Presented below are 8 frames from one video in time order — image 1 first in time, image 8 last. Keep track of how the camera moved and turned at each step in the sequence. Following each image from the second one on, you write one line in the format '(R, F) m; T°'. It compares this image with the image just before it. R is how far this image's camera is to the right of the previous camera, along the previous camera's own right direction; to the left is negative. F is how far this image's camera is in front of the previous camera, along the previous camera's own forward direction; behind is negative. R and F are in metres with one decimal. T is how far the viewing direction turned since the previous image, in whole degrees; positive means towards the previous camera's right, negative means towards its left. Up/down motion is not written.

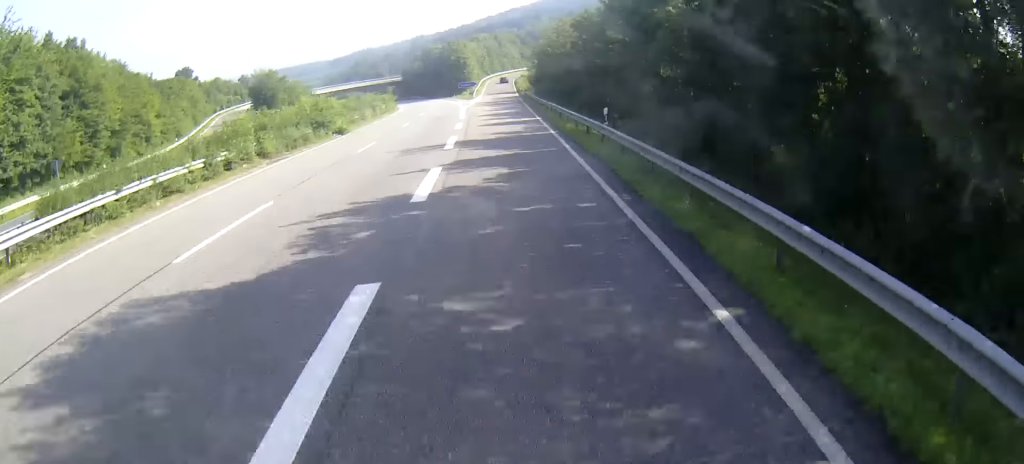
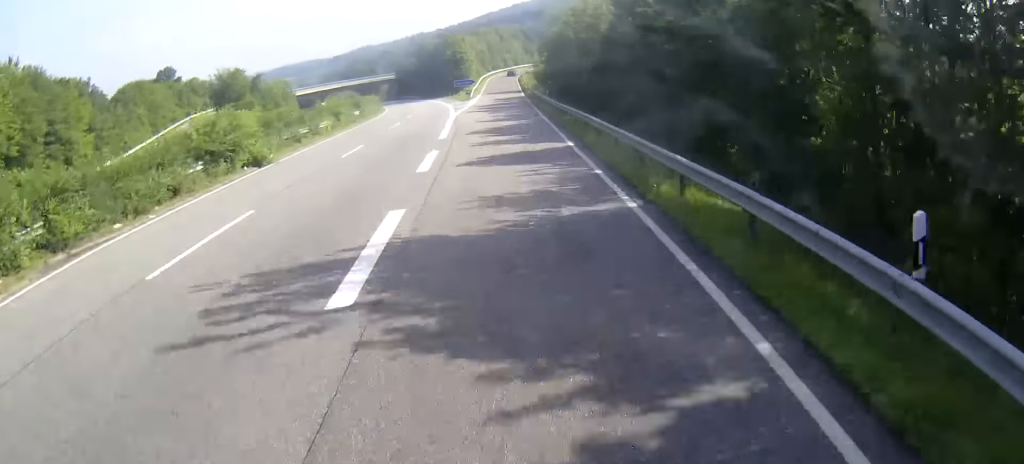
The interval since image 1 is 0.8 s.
(0.0, +19.0) m; 0°
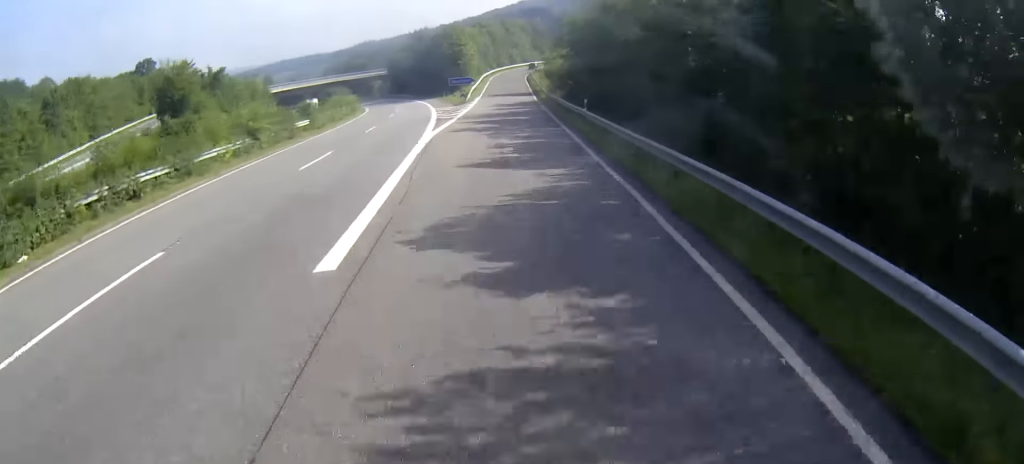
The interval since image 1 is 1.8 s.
(0.0, +22.4) m; 0°
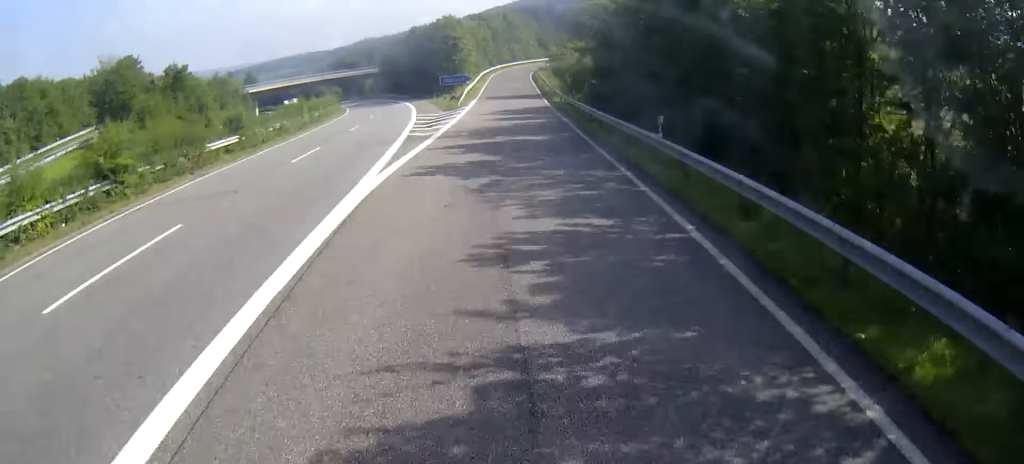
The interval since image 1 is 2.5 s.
(-0.1, +16.4) m; 0°
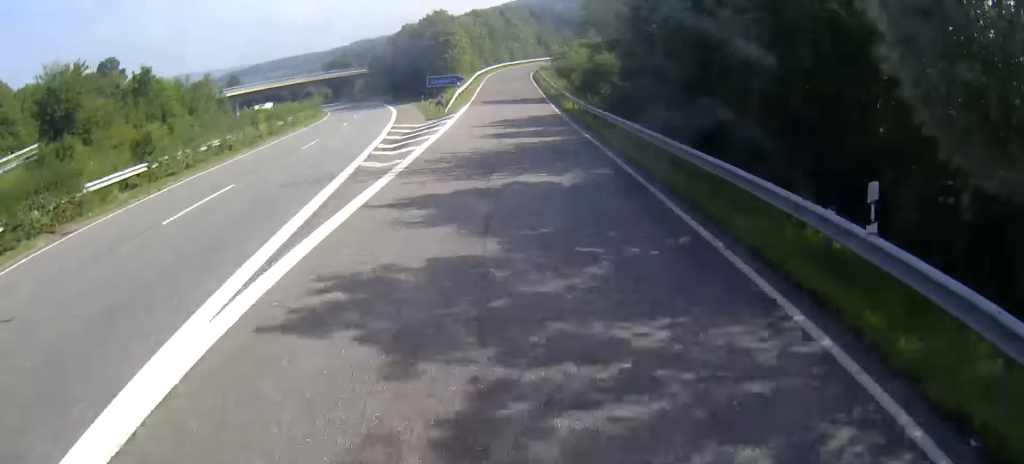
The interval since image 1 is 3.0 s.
(0.0, +10.8) m; 0°
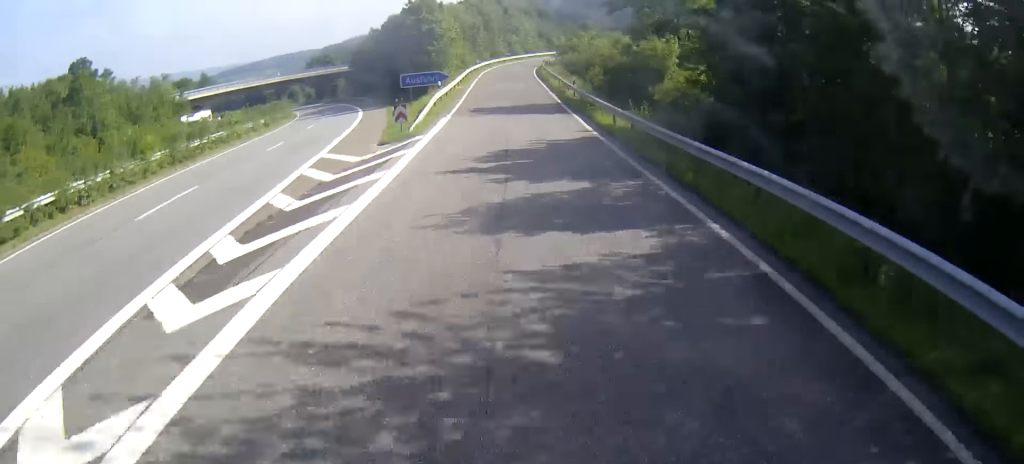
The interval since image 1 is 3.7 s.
(0.0, +17.0) m; 0°
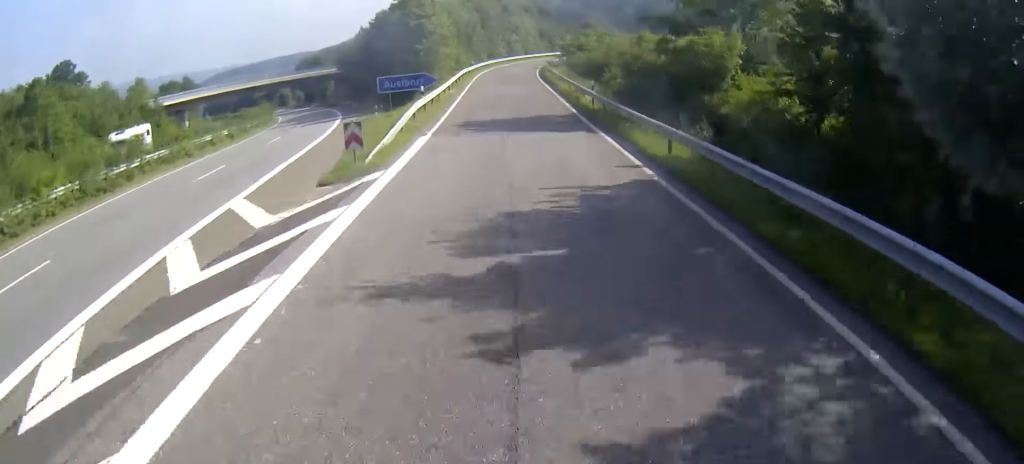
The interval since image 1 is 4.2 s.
(0.0, +9.6) m; 0°
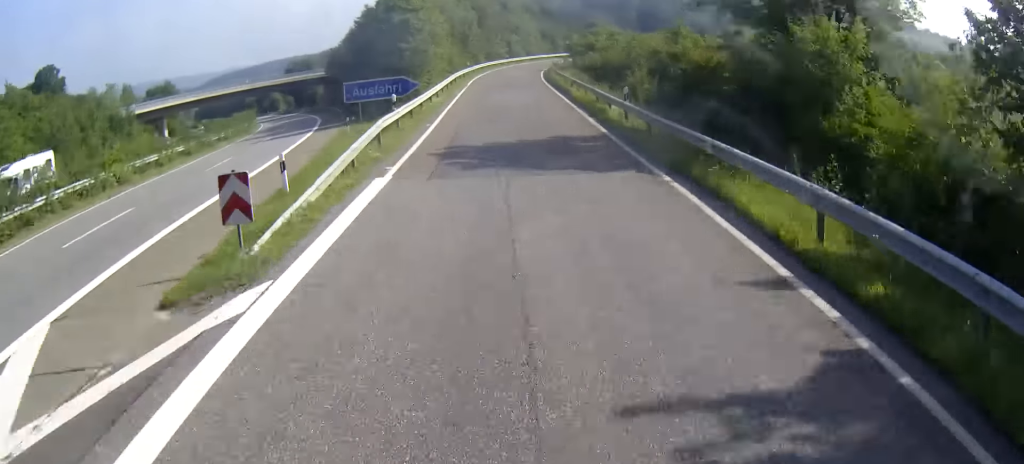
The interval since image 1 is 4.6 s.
(0.0, +9.6) m; 0°
